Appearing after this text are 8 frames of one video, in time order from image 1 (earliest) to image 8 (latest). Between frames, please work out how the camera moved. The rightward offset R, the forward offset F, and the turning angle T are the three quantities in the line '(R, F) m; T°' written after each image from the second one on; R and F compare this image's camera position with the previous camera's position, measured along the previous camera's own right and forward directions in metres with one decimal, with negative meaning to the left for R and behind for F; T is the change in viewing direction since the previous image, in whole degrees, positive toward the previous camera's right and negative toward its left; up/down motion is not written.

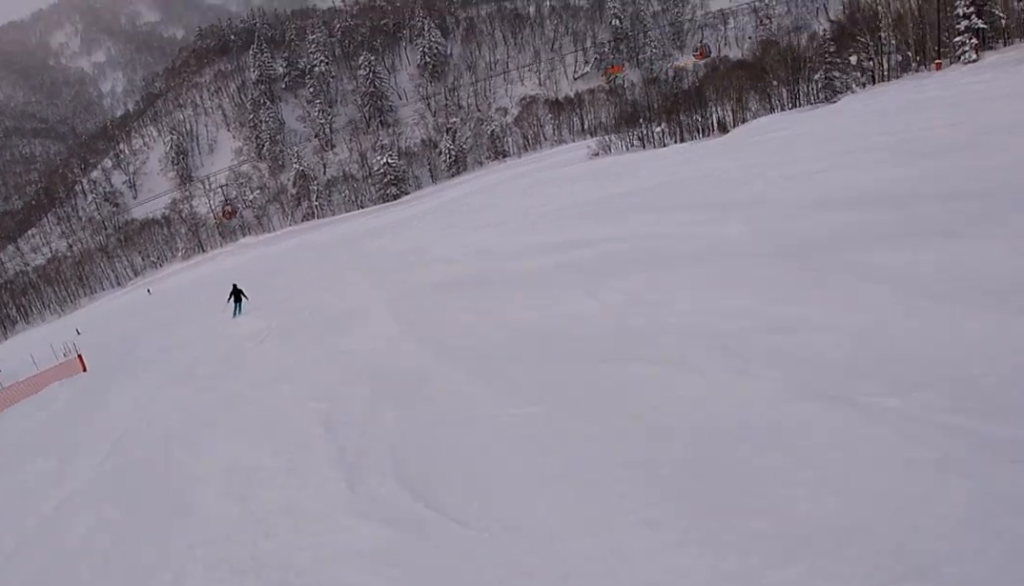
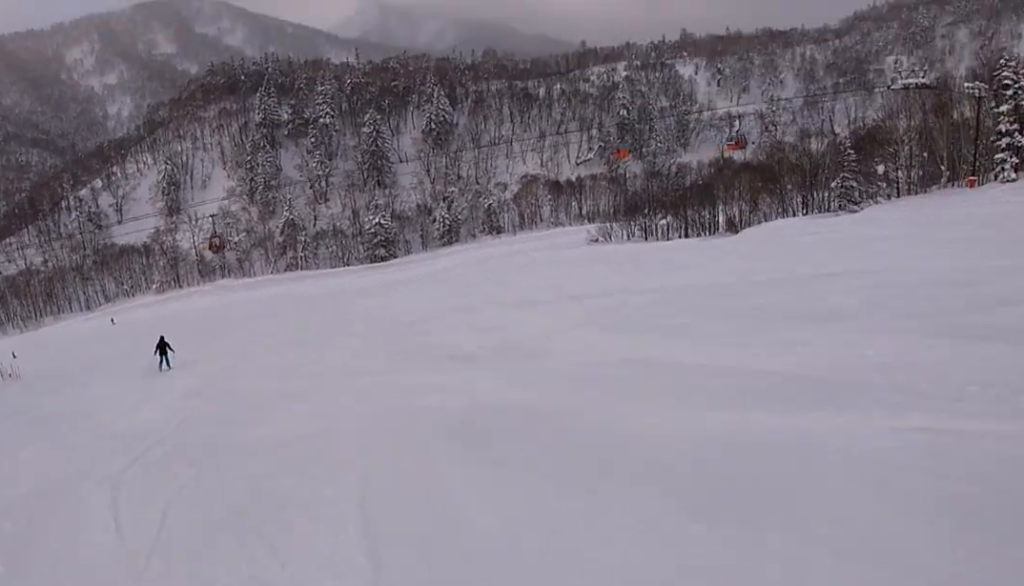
(+0.7, +6.6) m; +4°
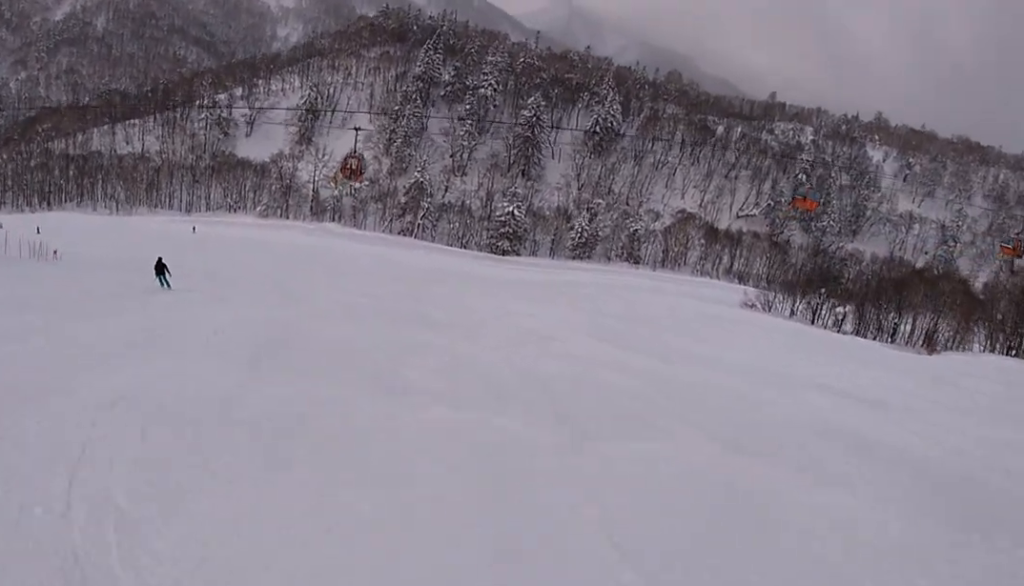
(+0.7, +15.7) m; -2°
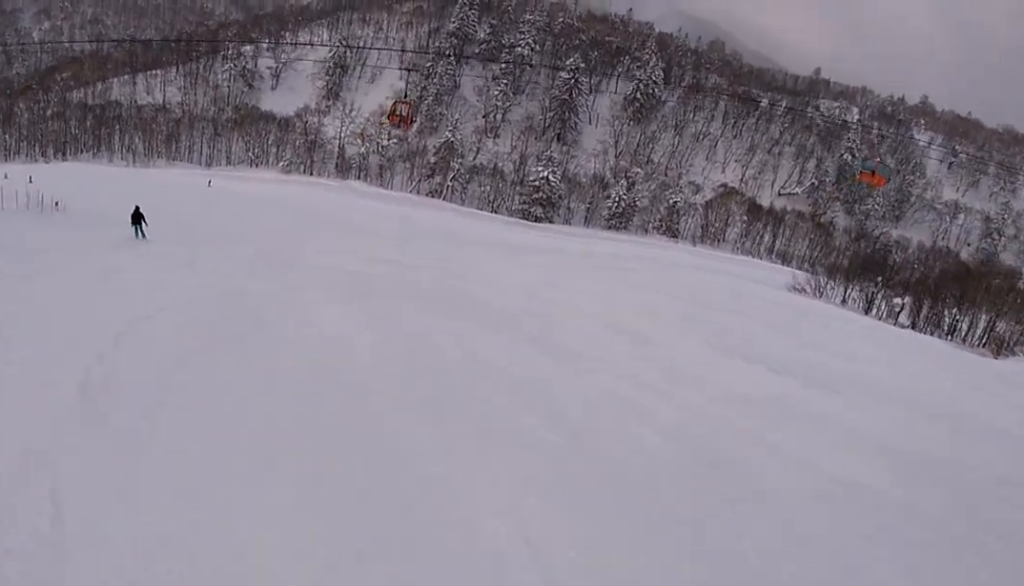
(-0.4, +6.2) m; -6°
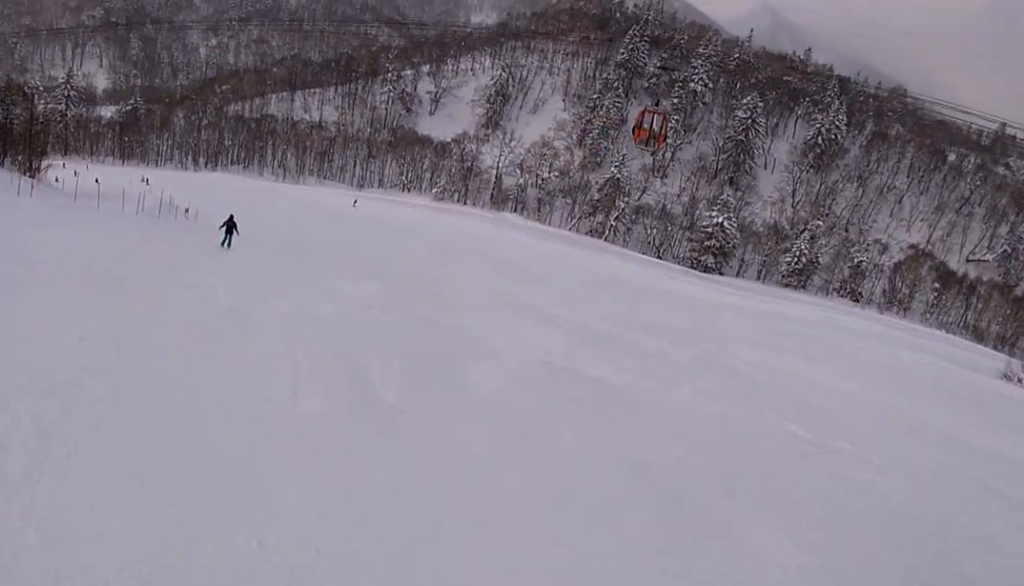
(-0.7, +9.8) m; -10°
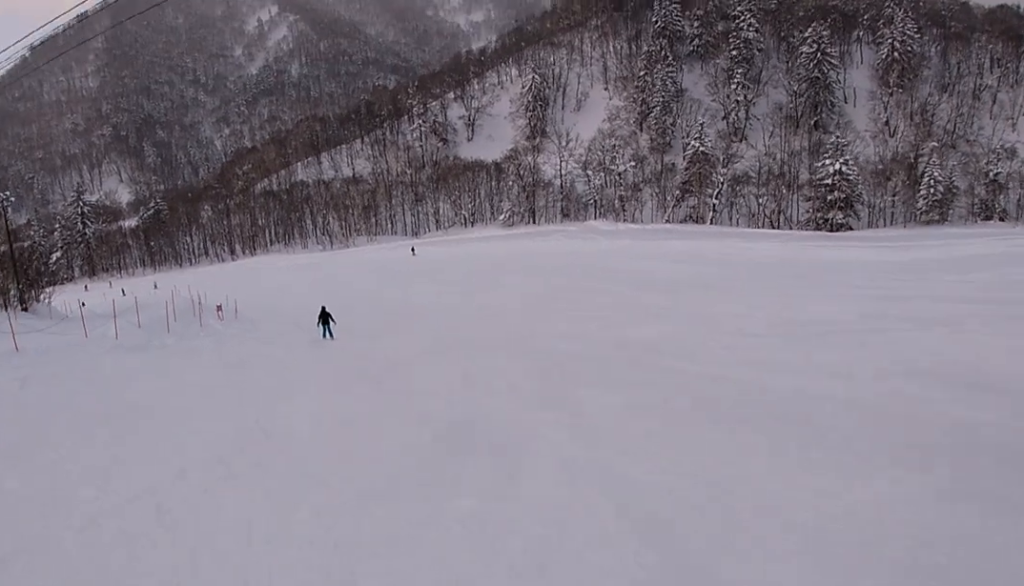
(-3.3, +19.5) m; -17°
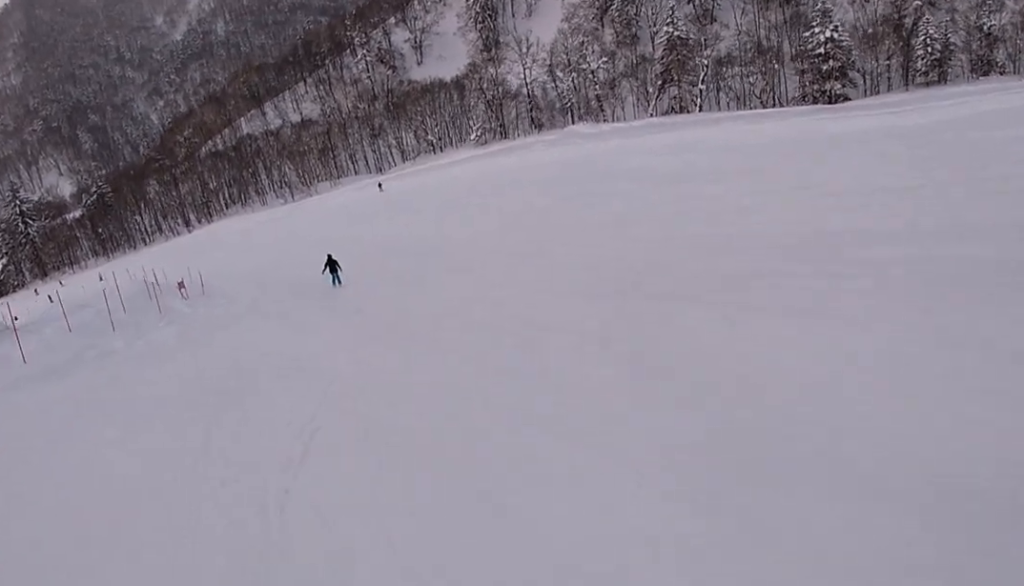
(-0.7, +9.7) m; +1°
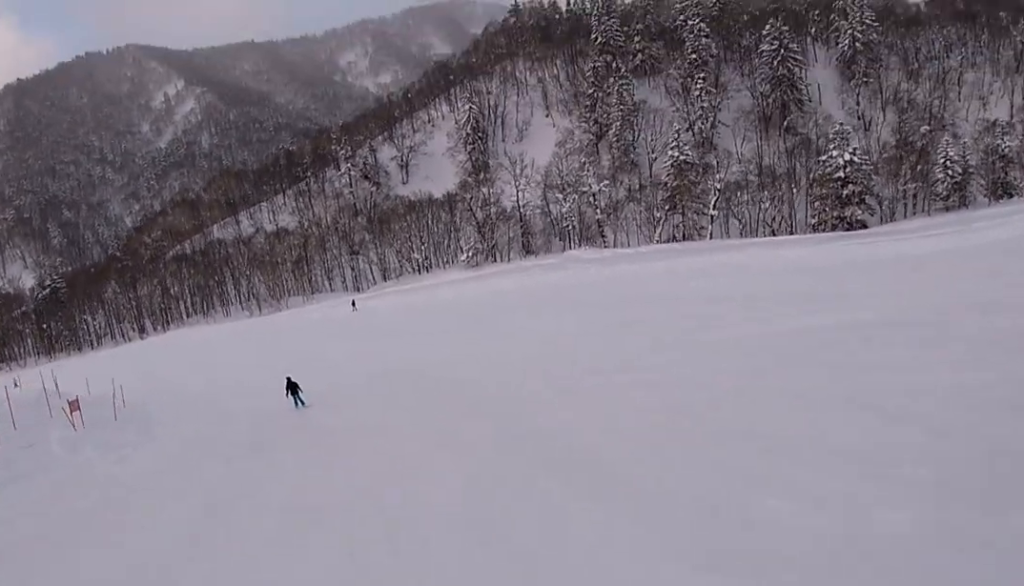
(+0.9, +13.5) m; +4°
